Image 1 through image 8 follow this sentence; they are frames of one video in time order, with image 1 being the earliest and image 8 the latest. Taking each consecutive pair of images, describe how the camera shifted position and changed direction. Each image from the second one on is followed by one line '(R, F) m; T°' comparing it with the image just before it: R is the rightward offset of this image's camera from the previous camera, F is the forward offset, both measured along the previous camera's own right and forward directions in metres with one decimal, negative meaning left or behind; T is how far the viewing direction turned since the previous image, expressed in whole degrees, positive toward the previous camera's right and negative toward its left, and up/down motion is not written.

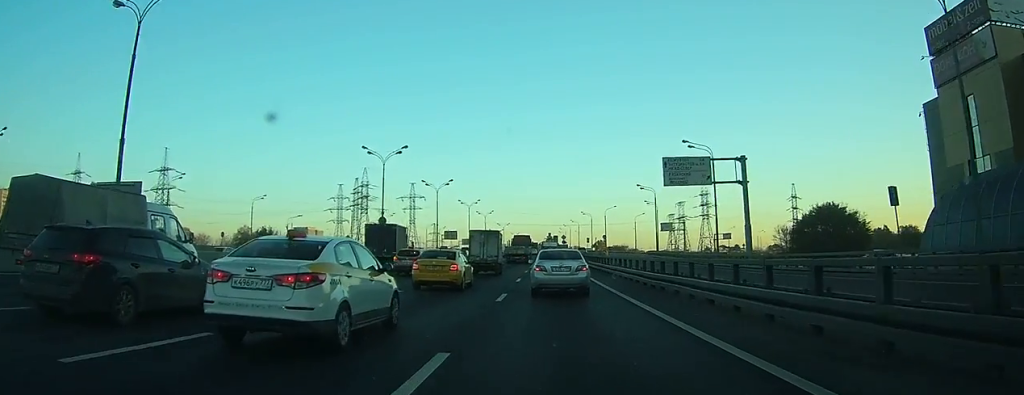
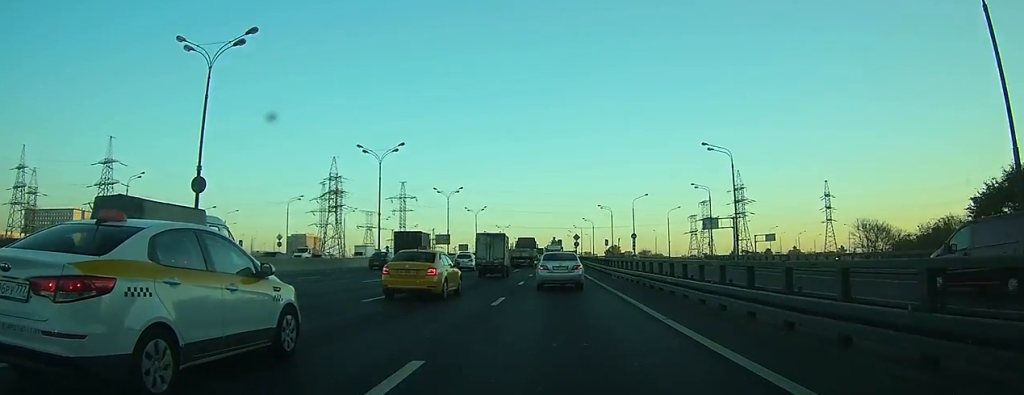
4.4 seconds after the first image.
(-0.4, +36.8) m; -1°
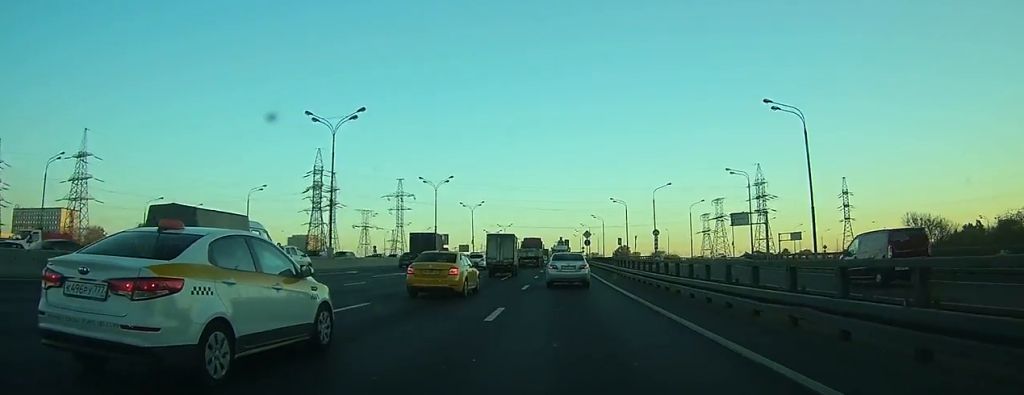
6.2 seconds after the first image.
(0.0, +16.4) m; 0°
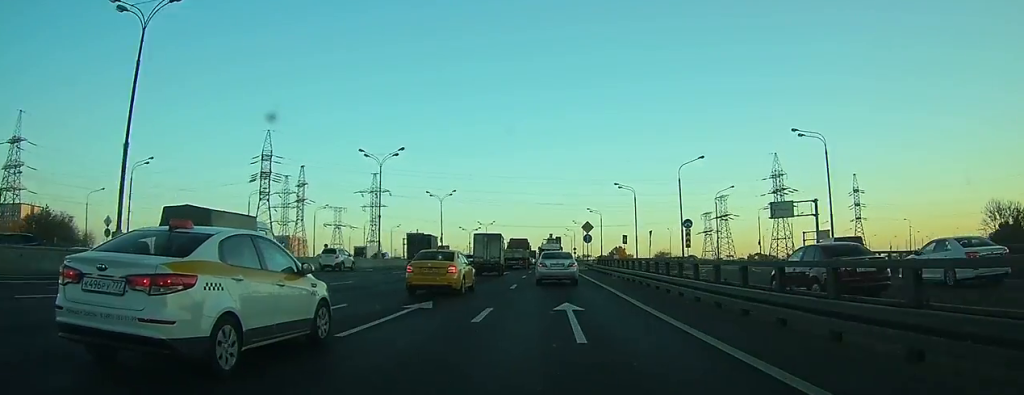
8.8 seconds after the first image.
(0.0, +24.4) m; 0°
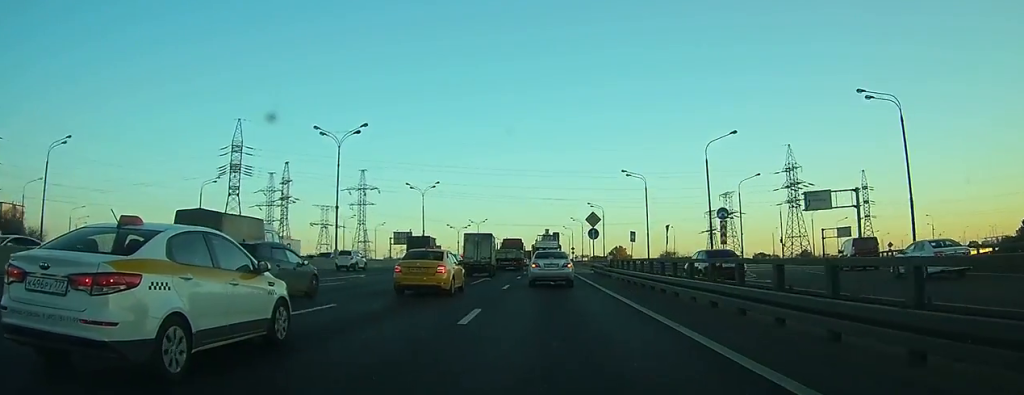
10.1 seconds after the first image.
(0.0, +10.9) m; 0°
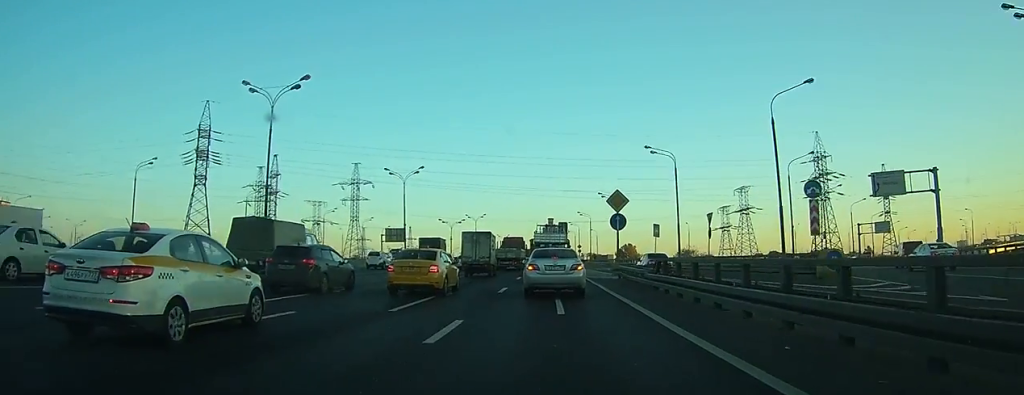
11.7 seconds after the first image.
(0.0, +12.1) m; 0°
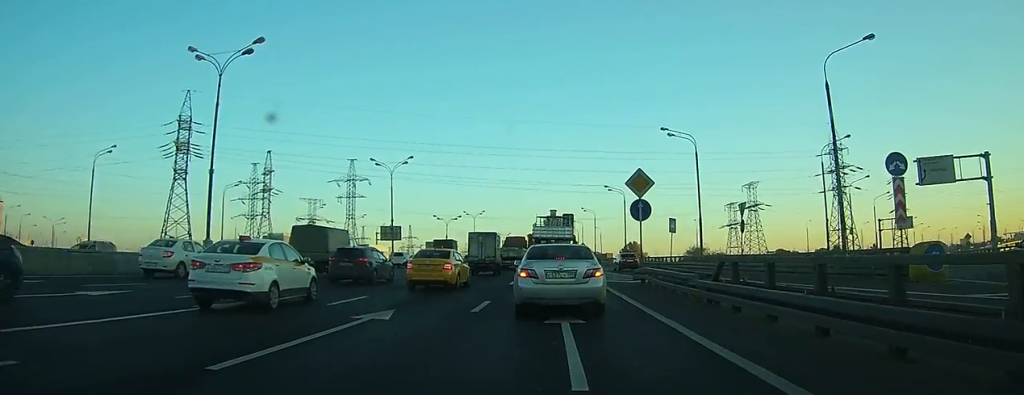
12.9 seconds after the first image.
(0.0, +6.1) m; +1°
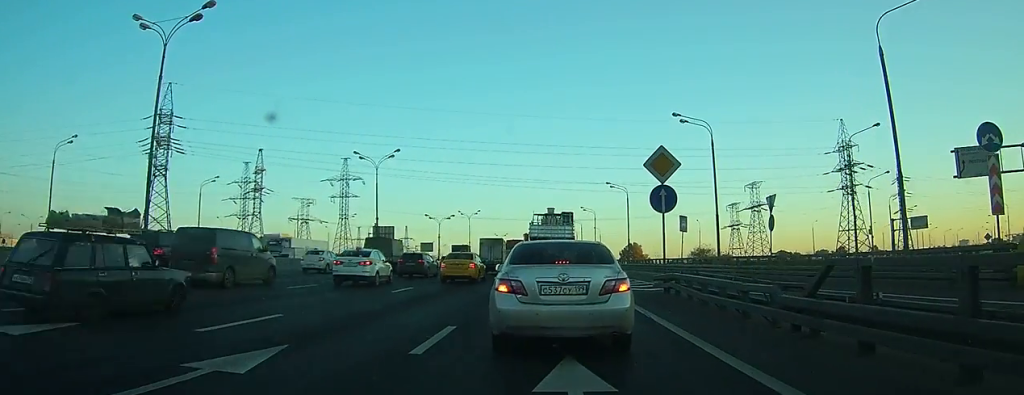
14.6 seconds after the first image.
(+0.1, +7.0) m; +2°
